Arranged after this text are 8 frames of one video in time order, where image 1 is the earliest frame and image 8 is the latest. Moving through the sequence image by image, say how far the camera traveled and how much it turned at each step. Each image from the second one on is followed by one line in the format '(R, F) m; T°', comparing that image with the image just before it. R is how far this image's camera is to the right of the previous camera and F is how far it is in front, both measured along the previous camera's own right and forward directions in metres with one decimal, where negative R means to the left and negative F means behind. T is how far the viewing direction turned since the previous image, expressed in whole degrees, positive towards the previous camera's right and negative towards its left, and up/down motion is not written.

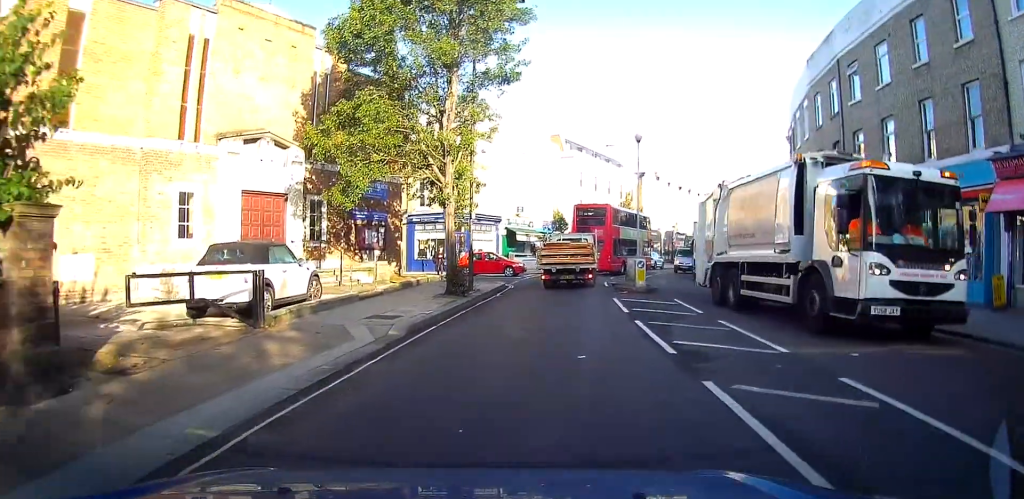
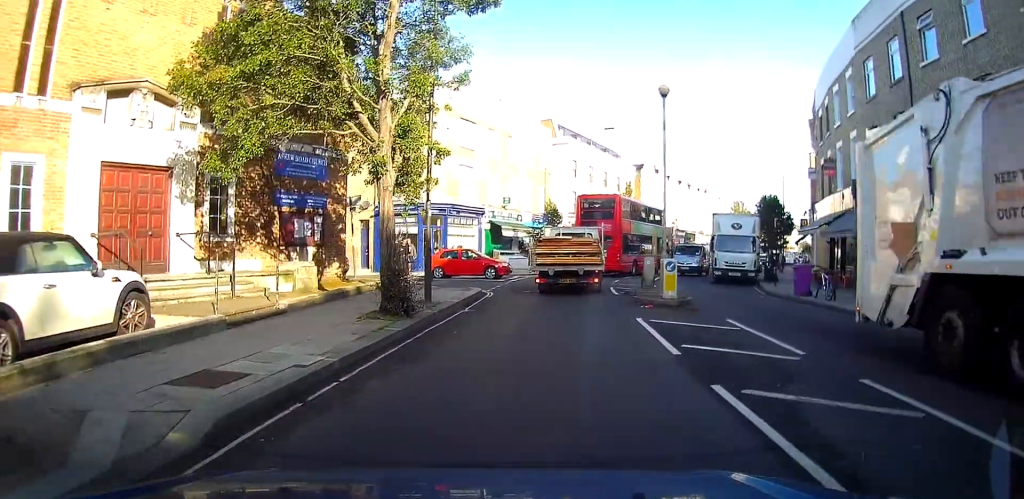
(+0.1, +6.0) m; +1°
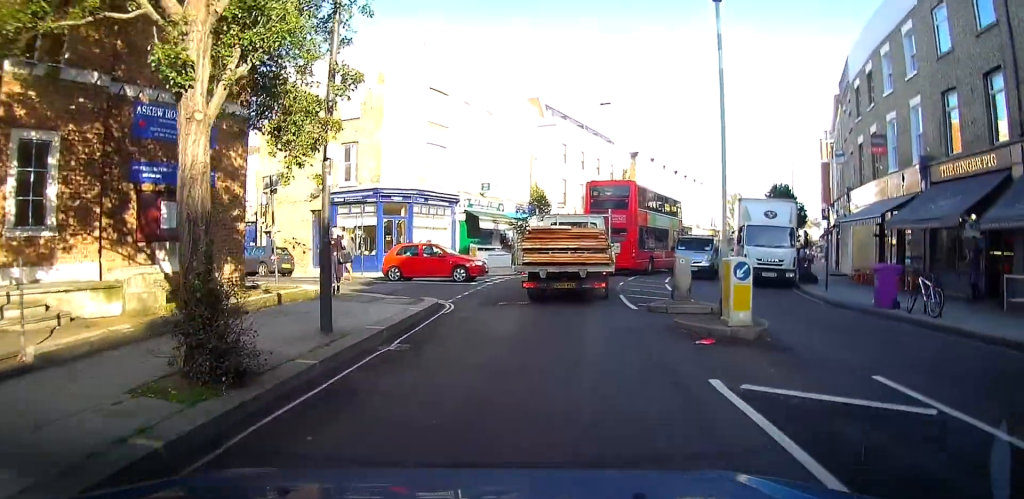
(+0.1, +5.9) m; +1°
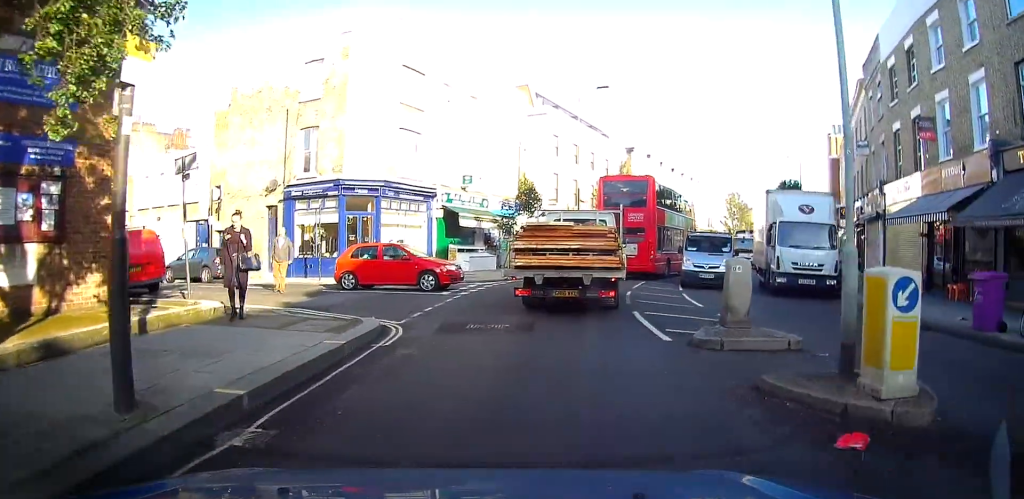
(0.0, +4.3) m; 0°
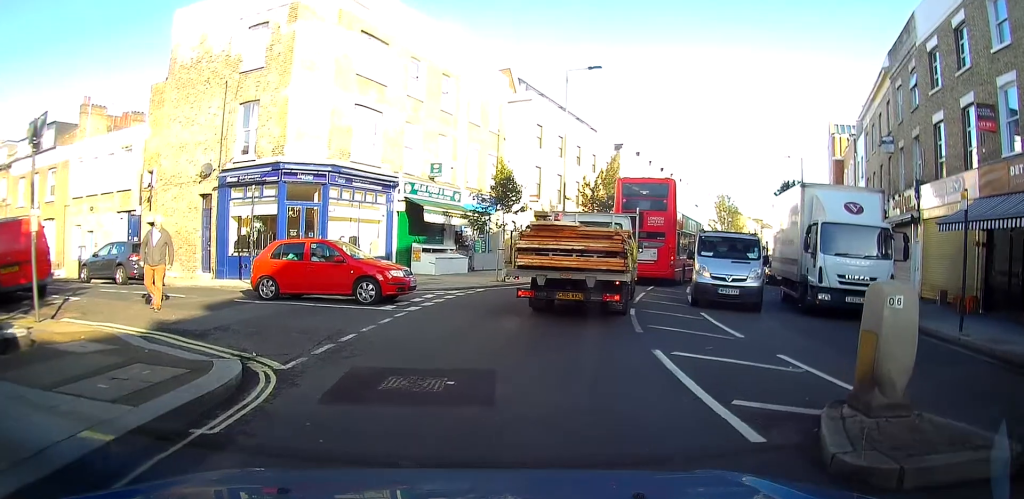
(+0.1, +4.4) m; +7°
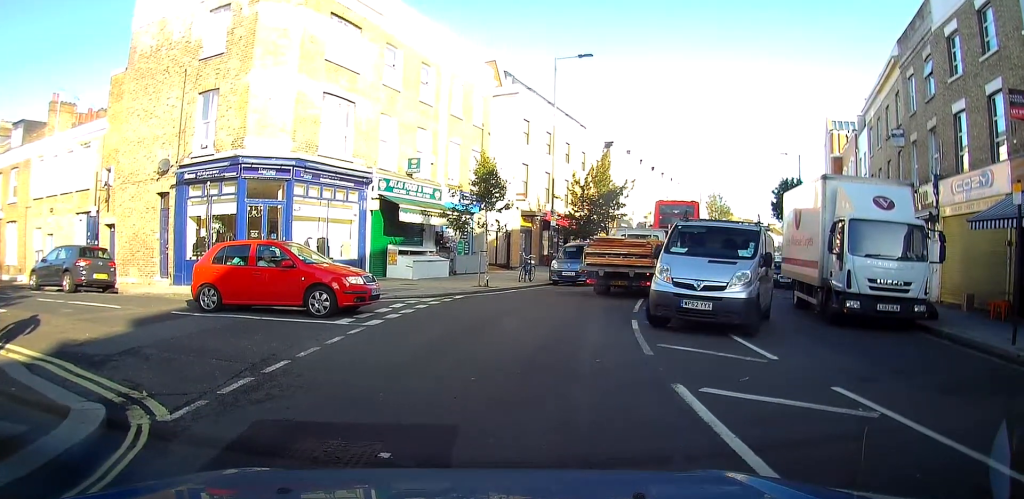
(+0.8, +3.4) m; +13°
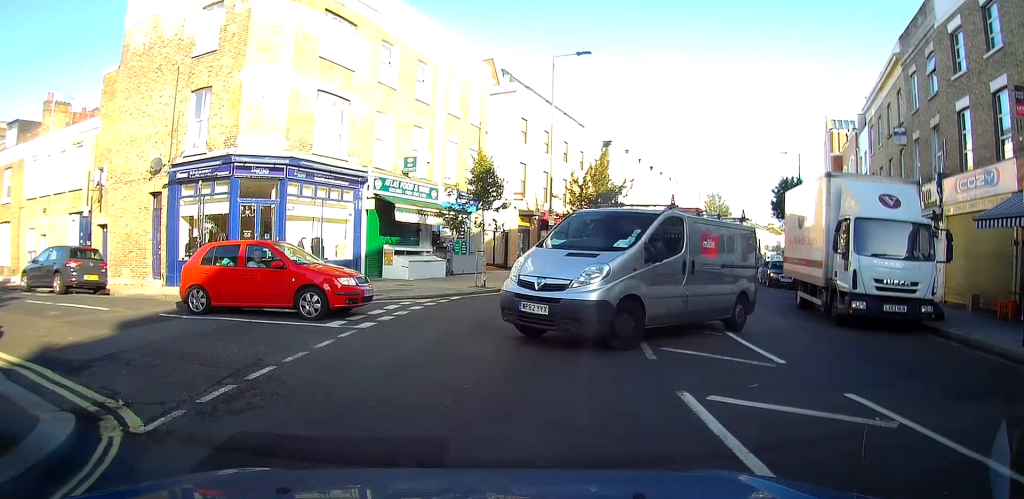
(0.0, +0.4) m; 0°
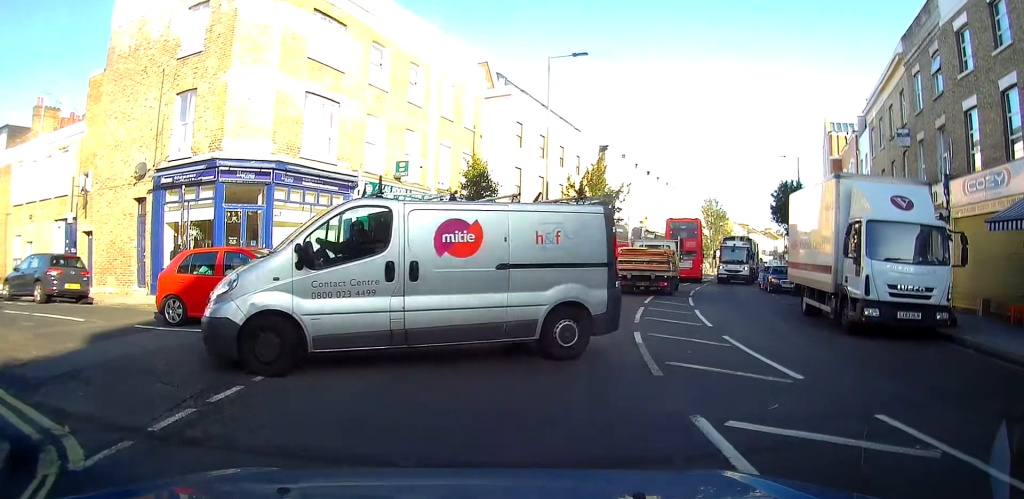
(-0.1, +0.6) m; -1°
